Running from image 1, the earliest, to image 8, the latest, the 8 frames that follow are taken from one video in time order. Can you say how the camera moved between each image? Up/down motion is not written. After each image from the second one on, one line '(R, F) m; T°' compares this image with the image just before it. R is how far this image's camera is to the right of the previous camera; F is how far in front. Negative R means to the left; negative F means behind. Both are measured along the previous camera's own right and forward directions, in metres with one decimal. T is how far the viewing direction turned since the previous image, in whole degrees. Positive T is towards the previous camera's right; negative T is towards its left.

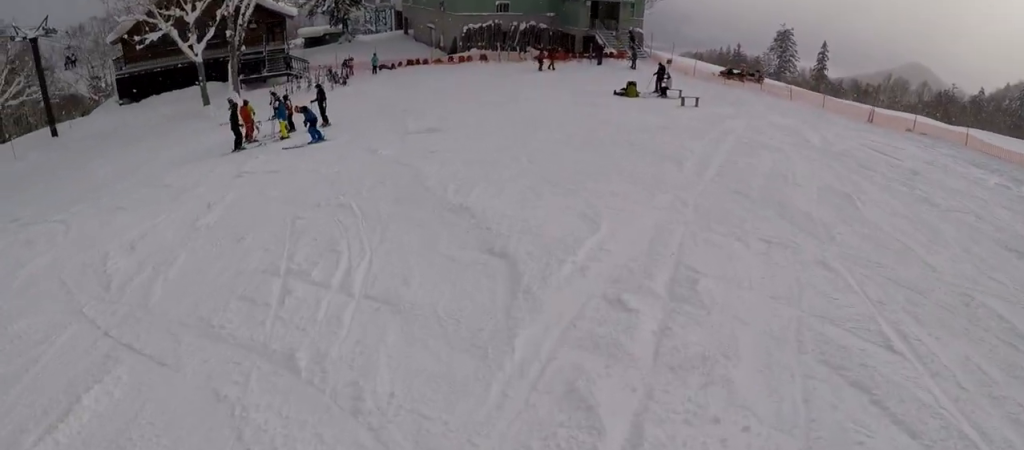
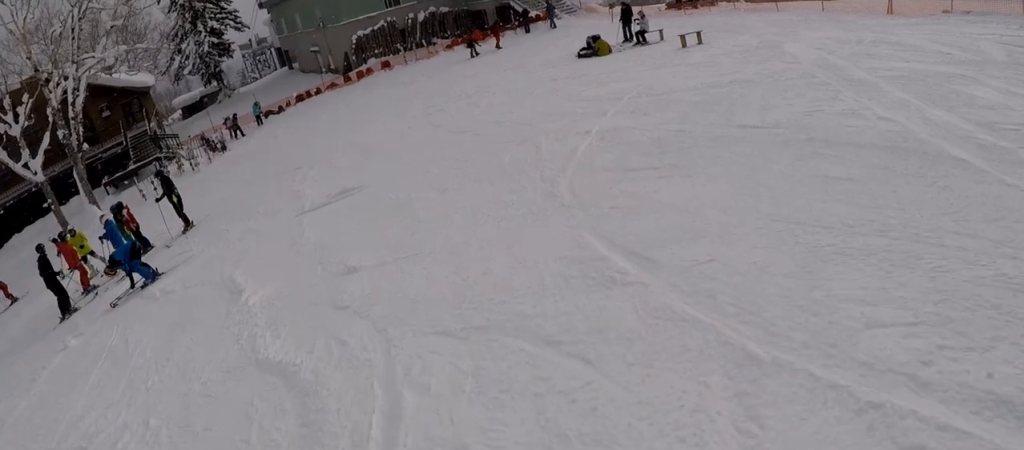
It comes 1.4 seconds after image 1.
(-0.3, +7.7) m; -6°
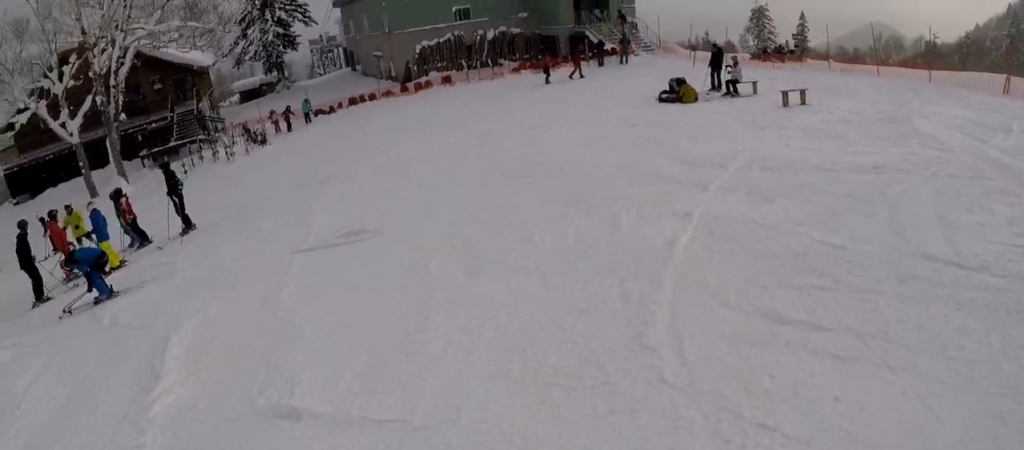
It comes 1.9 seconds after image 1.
(0.0, +2.5) m; -3°
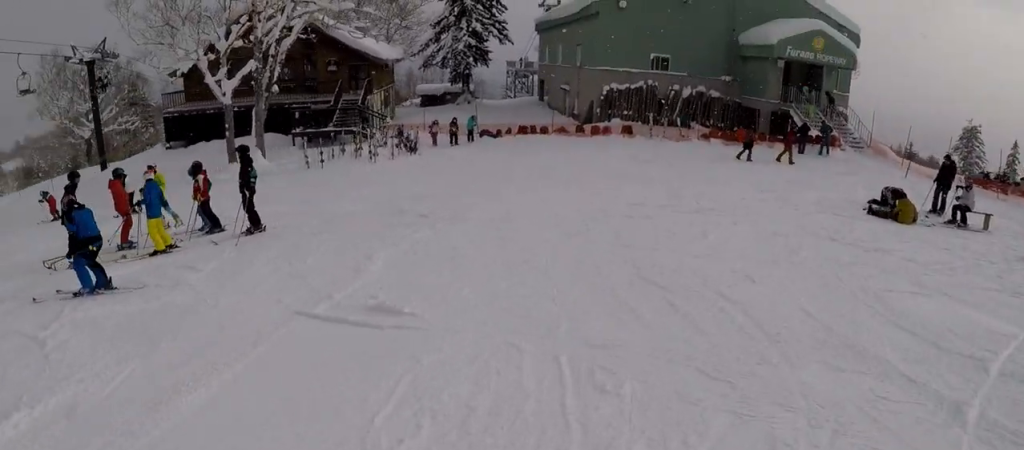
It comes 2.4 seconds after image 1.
(-0.1, +2.9) m; -3°
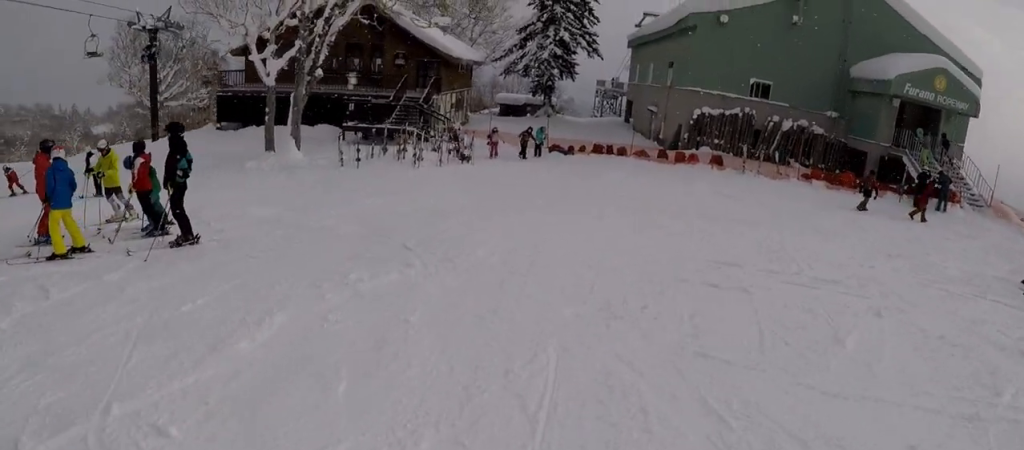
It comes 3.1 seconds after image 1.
(-0.1, +3.4) m; -4°
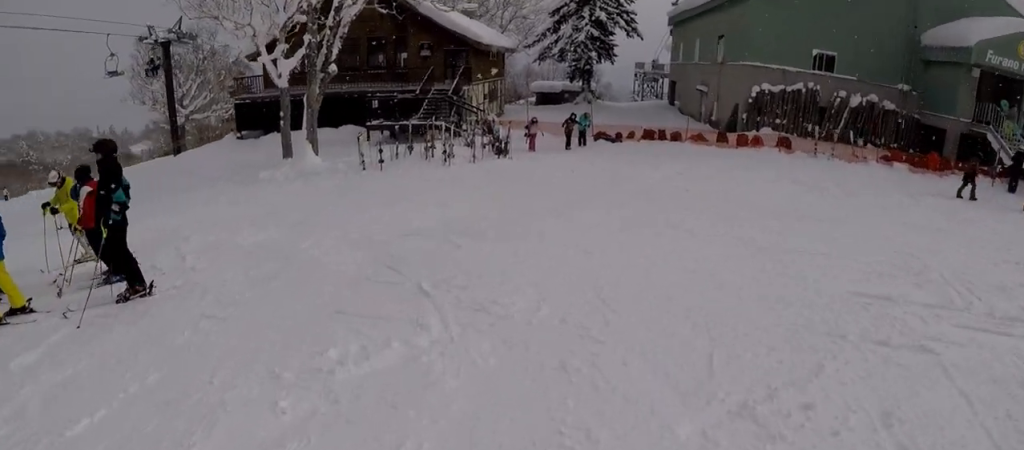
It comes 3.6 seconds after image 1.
(-0.1, +2.1) m; -3°
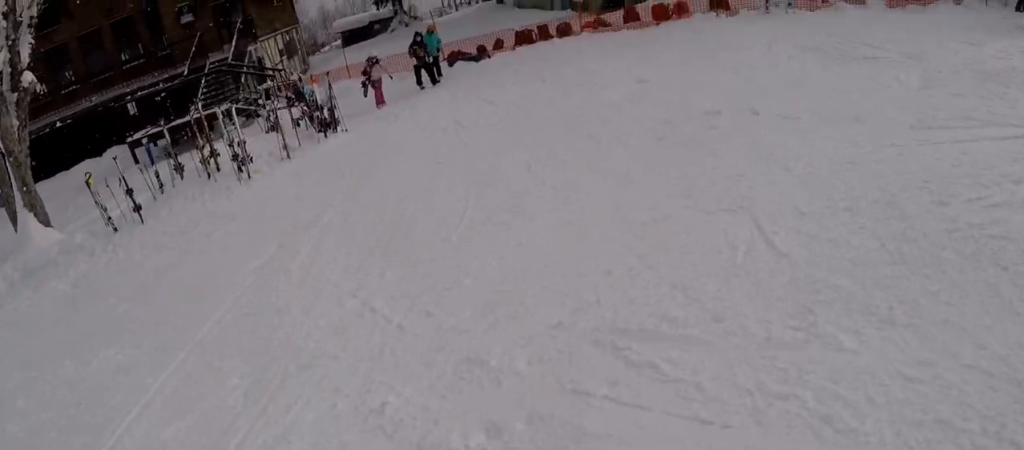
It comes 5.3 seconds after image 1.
(-0.5, +6.7) m; -11°
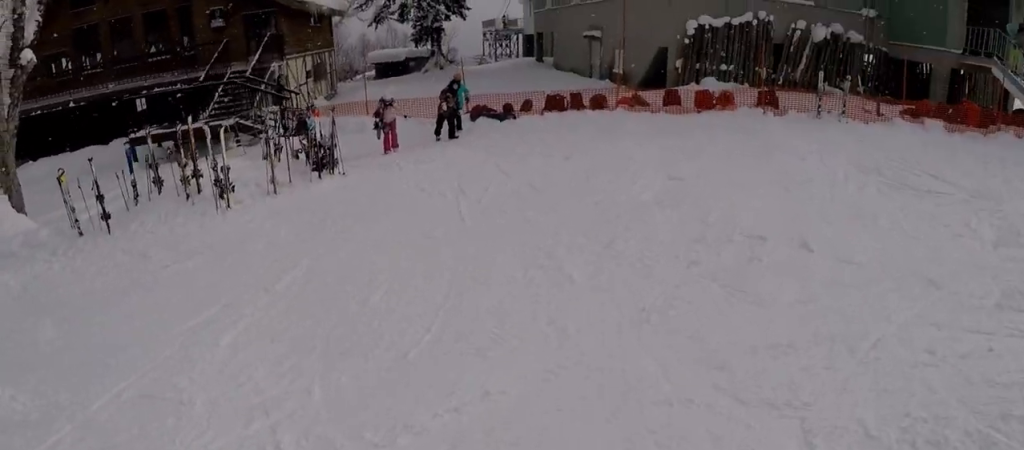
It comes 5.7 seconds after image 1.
(-0.1, +1.3) m; -2°
